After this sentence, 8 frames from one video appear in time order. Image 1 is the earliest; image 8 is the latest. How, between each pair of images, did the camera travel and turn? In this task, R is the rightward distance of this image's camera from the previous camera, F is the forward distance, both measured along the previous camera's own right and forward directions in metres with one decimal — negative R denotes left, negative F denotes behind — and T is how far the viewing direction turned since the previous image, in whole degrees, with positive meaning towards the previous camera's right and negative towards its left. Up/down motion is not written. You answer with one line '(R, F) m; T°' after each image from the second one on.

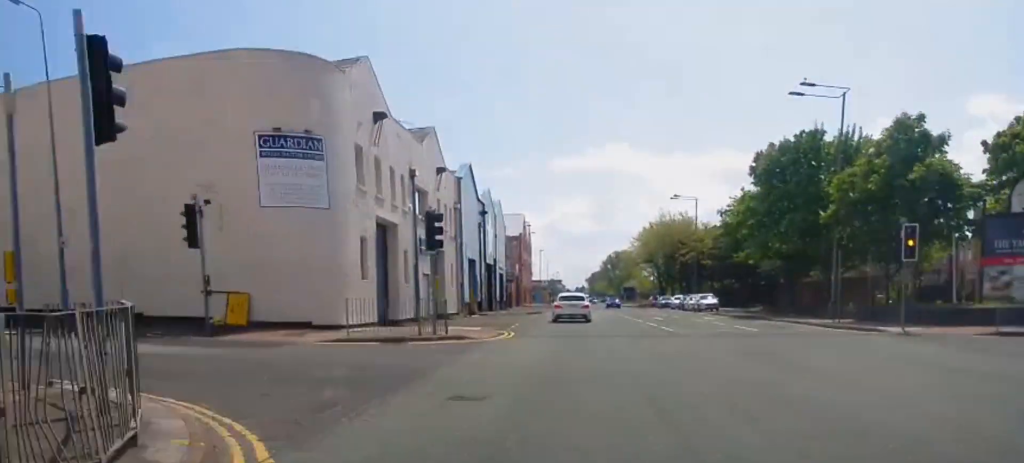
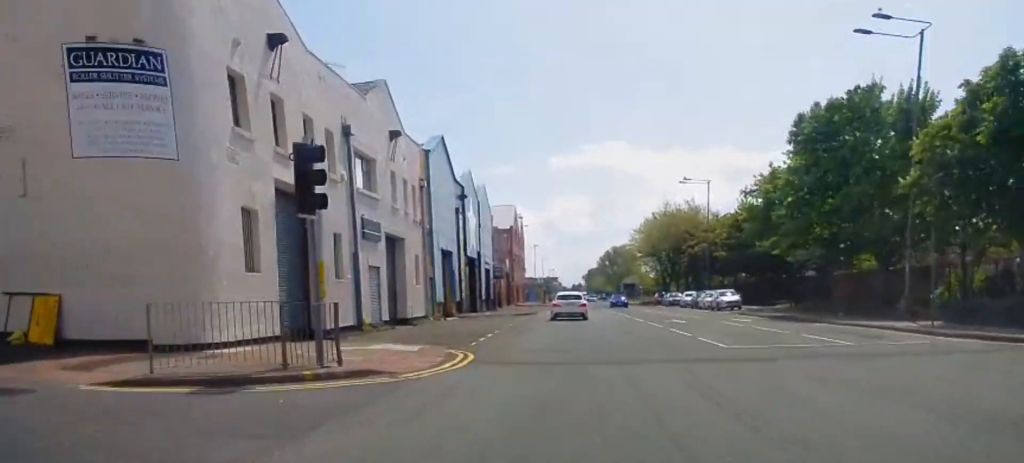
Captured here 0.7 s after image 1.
(0.0, +10.2) m; 0°
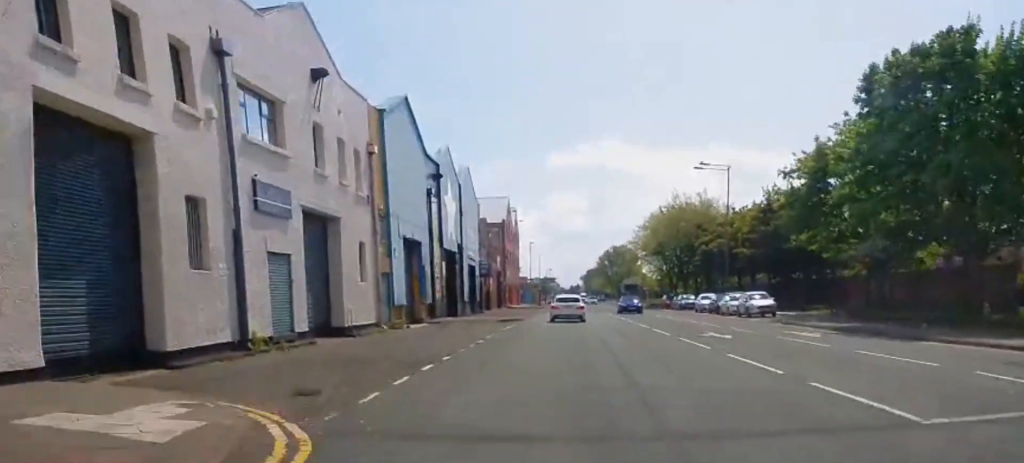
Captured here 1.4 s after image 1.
(0.0, +10.3) m; 0°
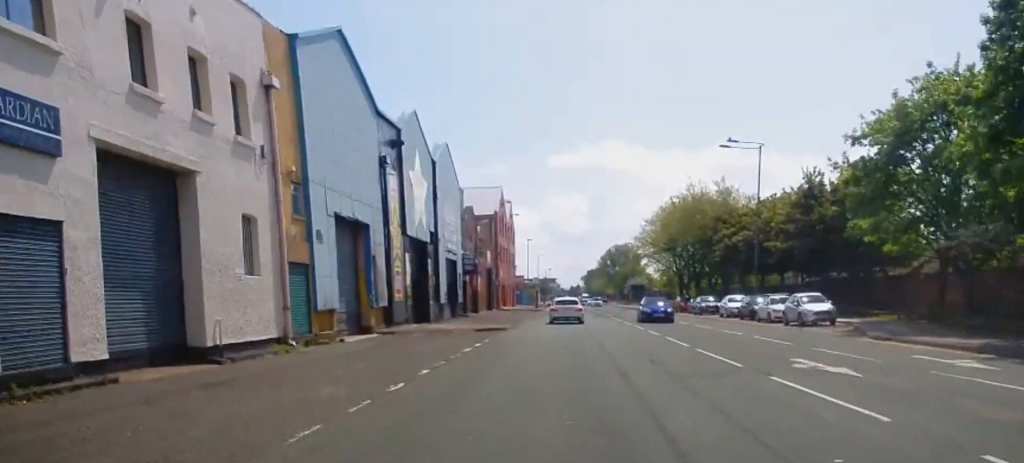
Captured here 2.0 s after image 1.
(0.0, +10.3) m; 0°
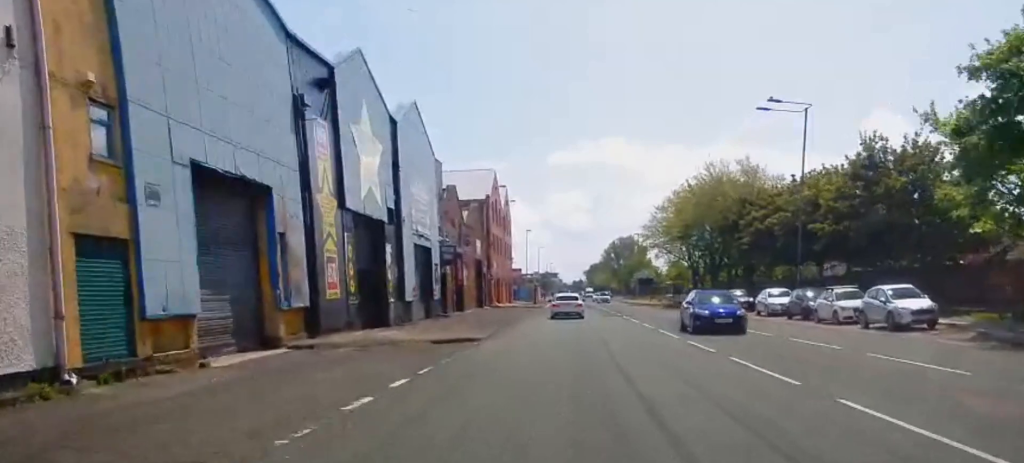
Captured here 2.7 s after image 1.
(0.0, +10.4) m; 0°
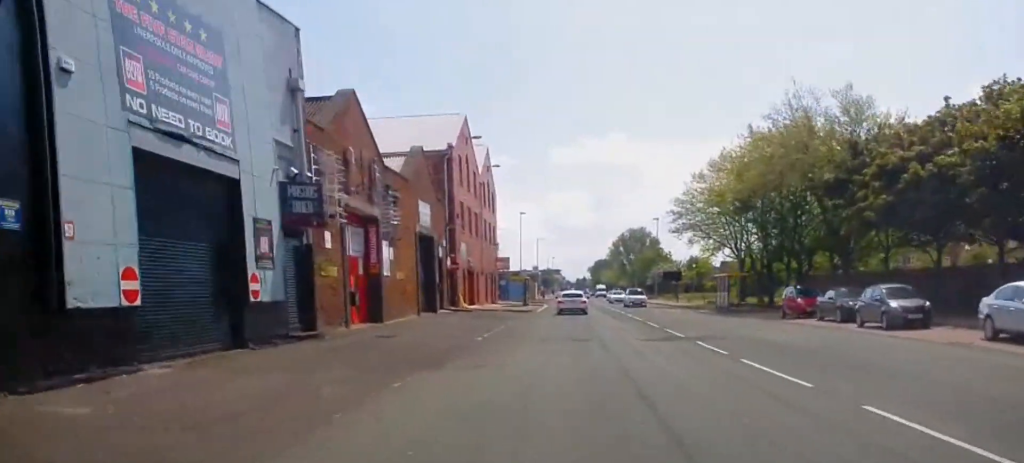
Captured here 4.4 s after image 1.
(0.0, +25.6) m; -1°
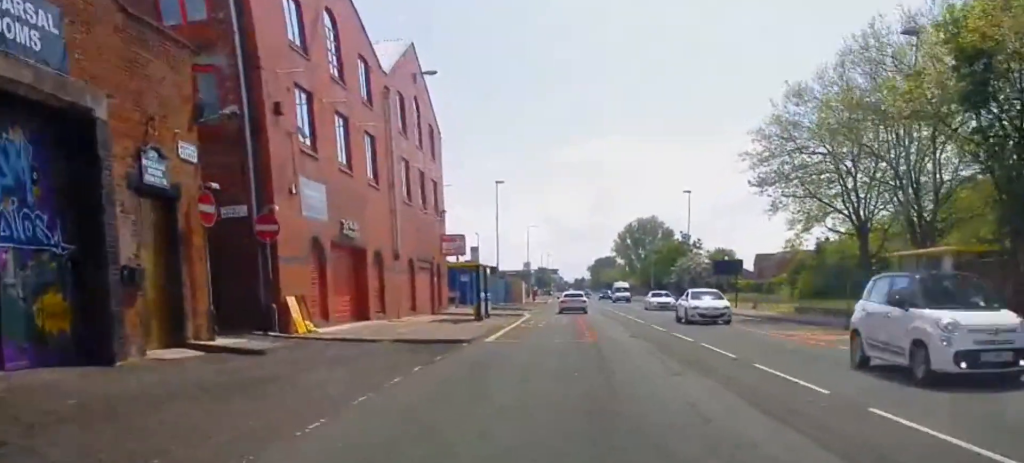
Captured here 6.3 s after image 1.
(-0.1, +31.2) m; +1°
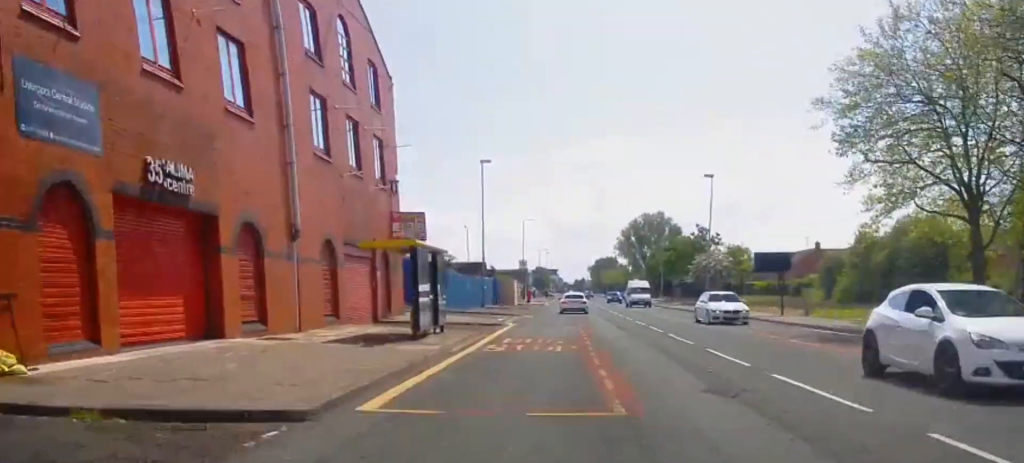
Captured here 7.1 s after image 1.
(+0.1, +12.6) m; 0°
